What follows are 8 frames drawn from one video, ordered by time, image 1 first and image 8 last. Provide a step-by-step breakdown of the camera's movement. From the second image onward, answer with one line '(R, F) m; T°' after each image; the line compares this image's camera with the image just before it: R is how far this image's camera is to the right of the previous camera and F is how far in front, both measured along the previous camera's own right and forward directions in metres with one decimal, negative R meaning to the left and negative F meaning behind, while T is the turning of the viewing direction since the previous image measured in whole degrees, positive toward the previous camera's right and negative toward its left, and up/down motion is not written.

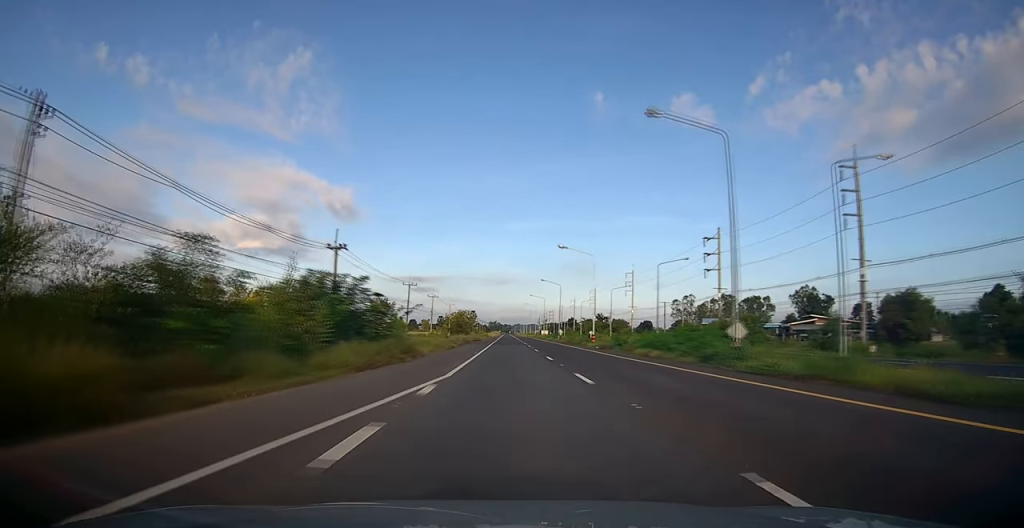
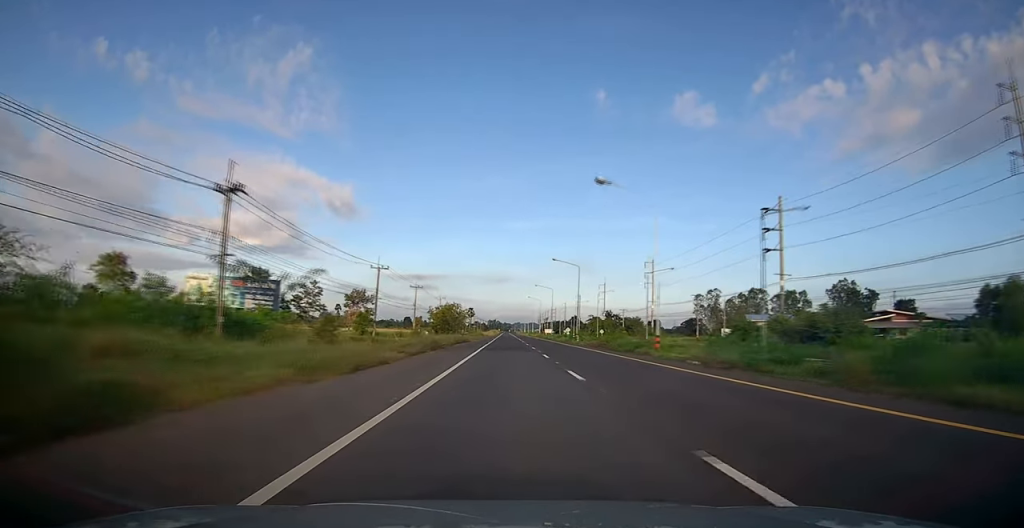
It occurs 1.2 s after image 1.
(+0.2, +23.4) m; 0°
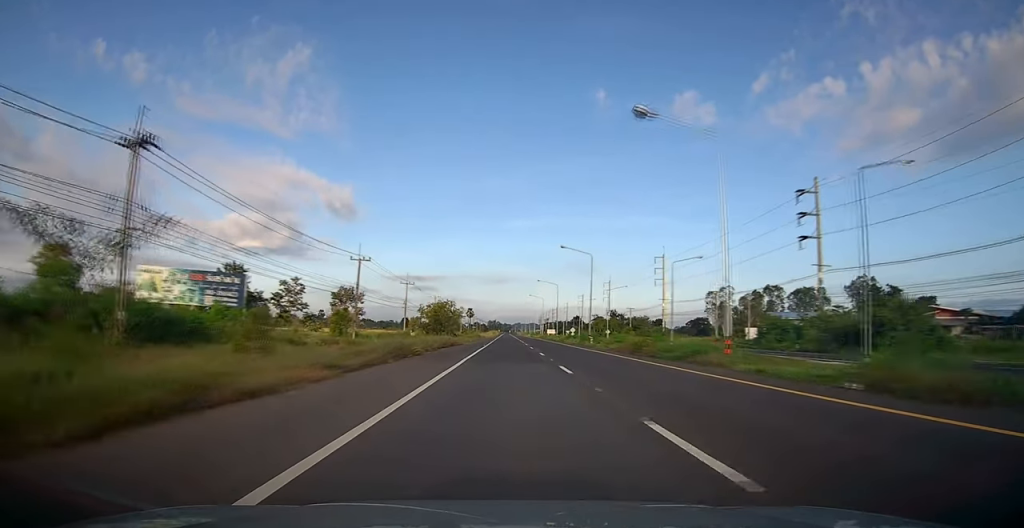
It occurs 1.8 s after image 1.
(0.0, +9.8) m; 0°
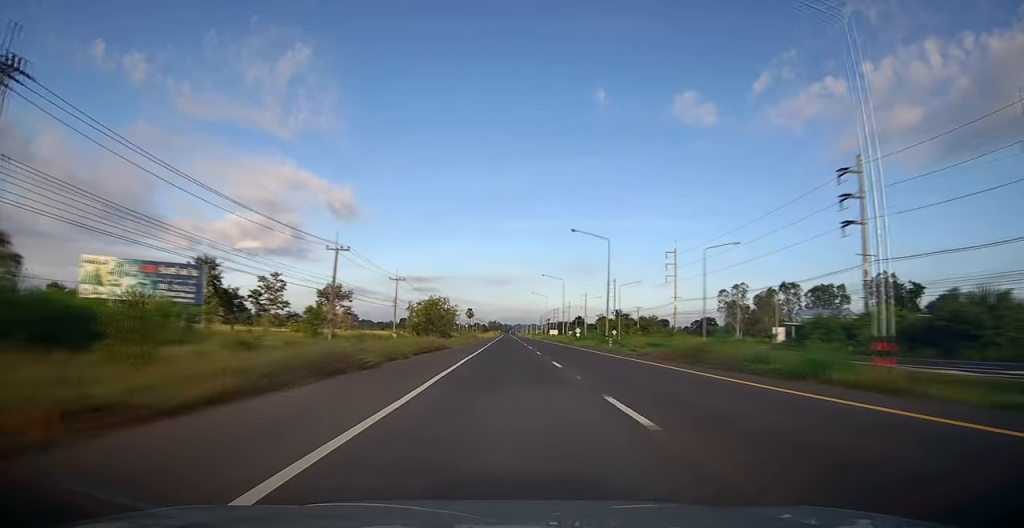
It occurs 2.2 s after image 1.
(-0.1, +9.1) m; 0°
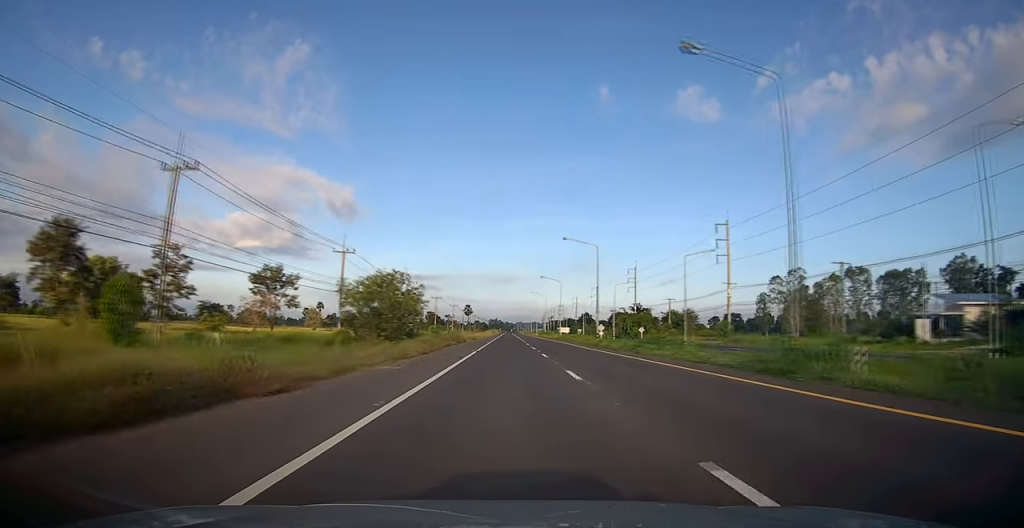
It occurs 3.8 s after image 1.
(+0.1, +29.5) m; +1°
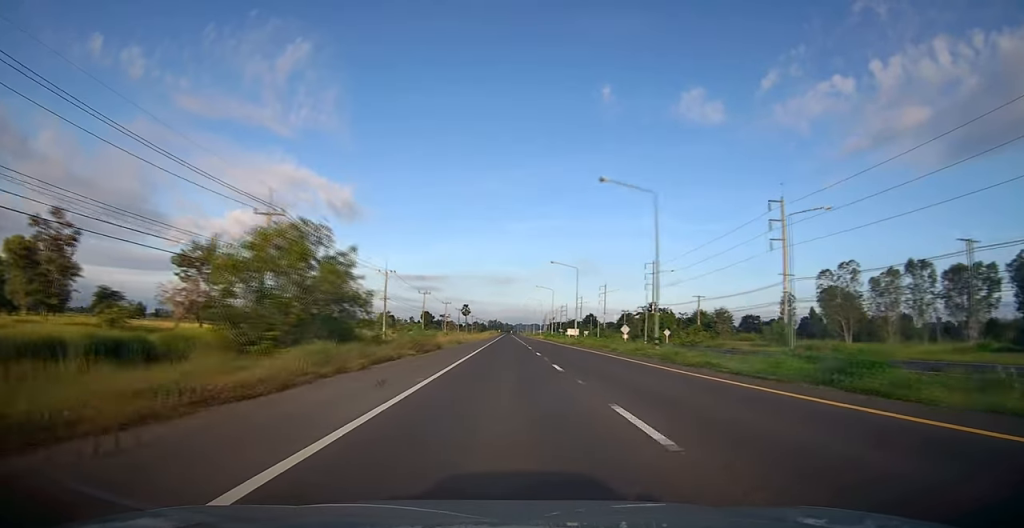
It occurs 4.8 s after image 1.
(0.0, +19.6) m; 0°
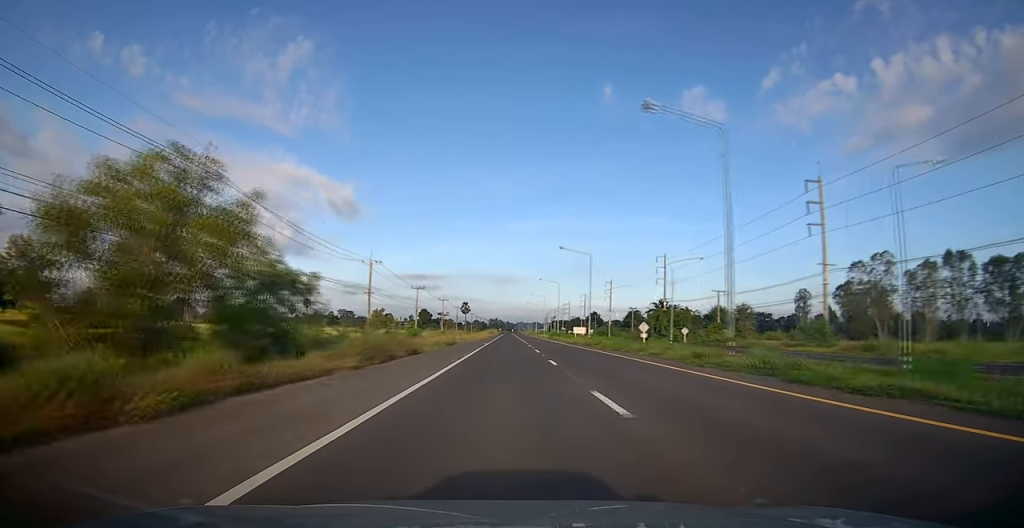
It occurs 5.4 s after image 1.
(0.0, +9.8) m; 0°
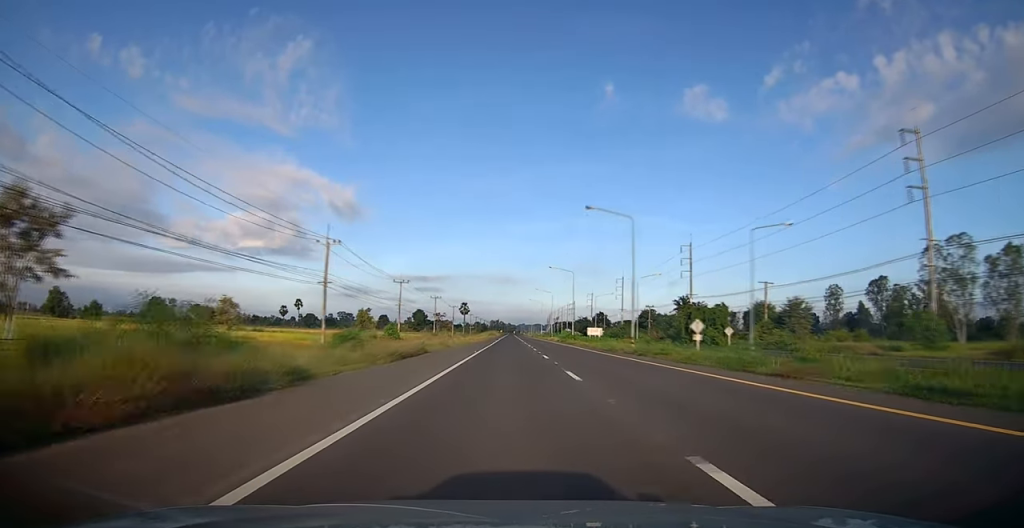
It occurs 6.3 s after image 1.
(-0.1, +18.2) m; 0°
